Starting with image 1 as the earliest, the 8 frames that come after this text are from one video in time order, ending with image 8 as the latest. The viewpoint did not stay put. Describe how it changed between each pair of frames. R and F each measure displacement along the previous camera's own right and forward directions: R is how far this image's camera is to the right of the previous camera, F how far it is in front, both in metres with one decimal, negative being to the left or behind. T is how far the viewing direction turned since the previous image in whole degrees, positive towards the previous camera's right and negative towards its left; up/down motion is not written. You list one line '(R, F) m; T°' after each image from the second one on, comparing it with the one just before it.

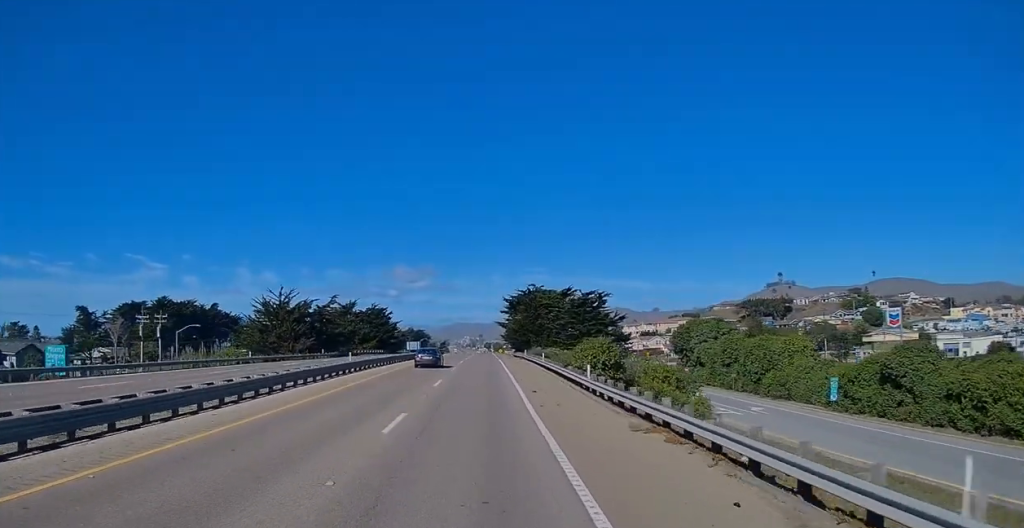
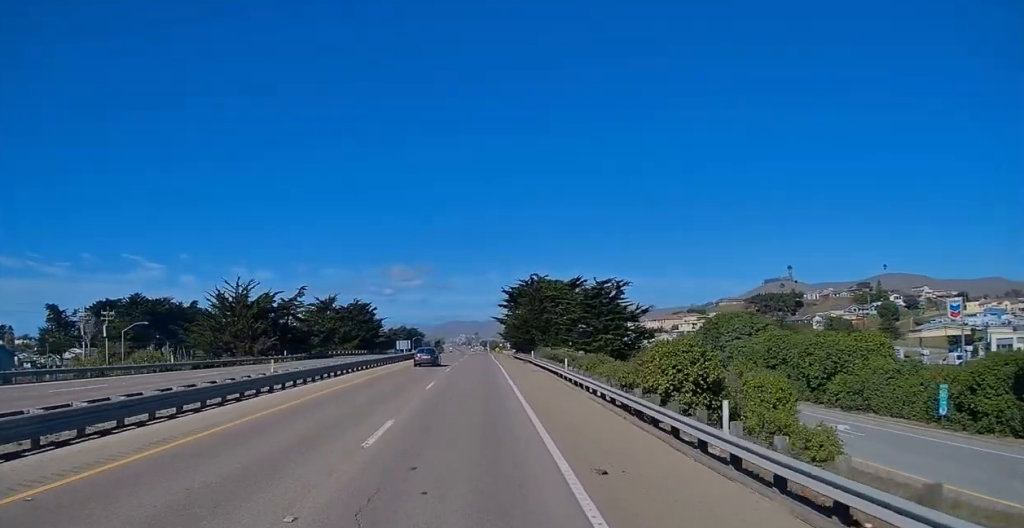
(-0.1, +16.0) m; 0°
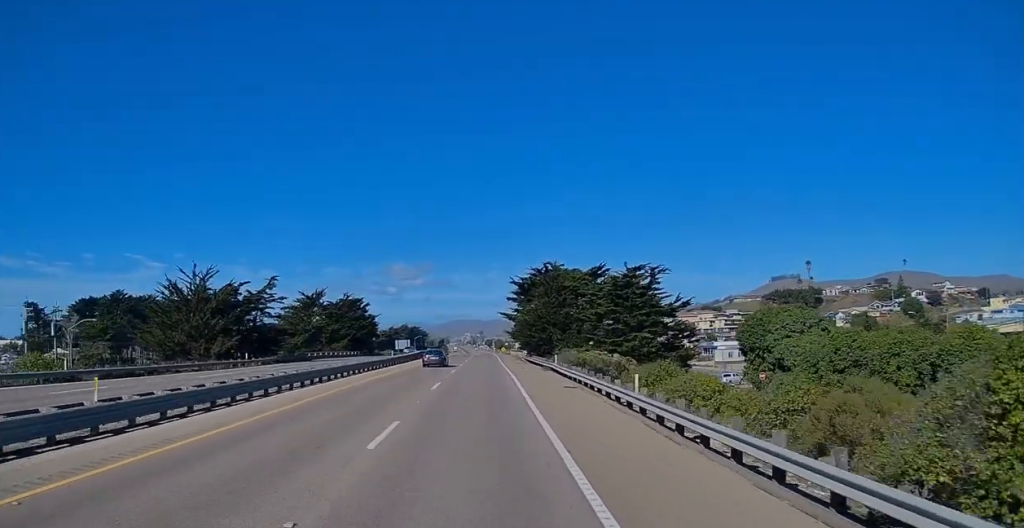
(0.0, +15.1) m; -1°
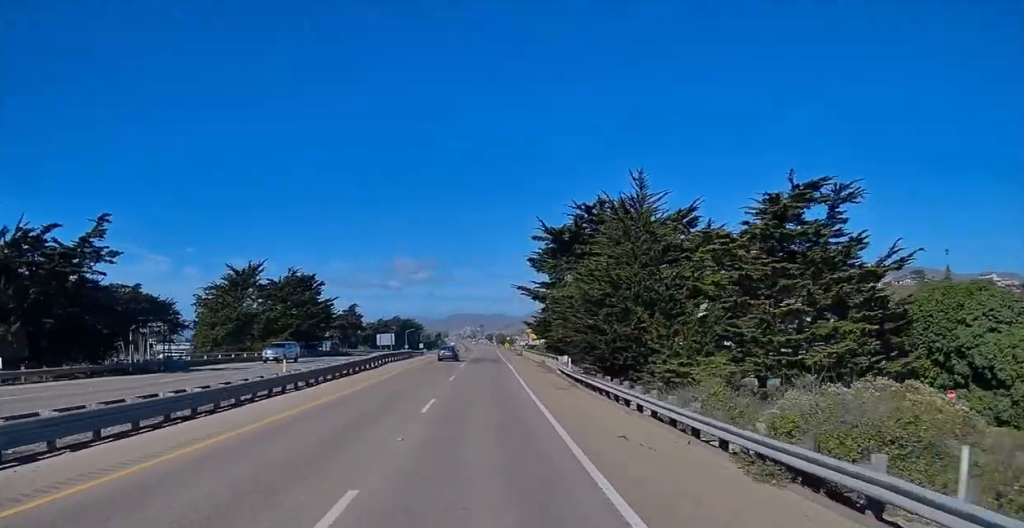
(-0.3, +37.9) m; +1°
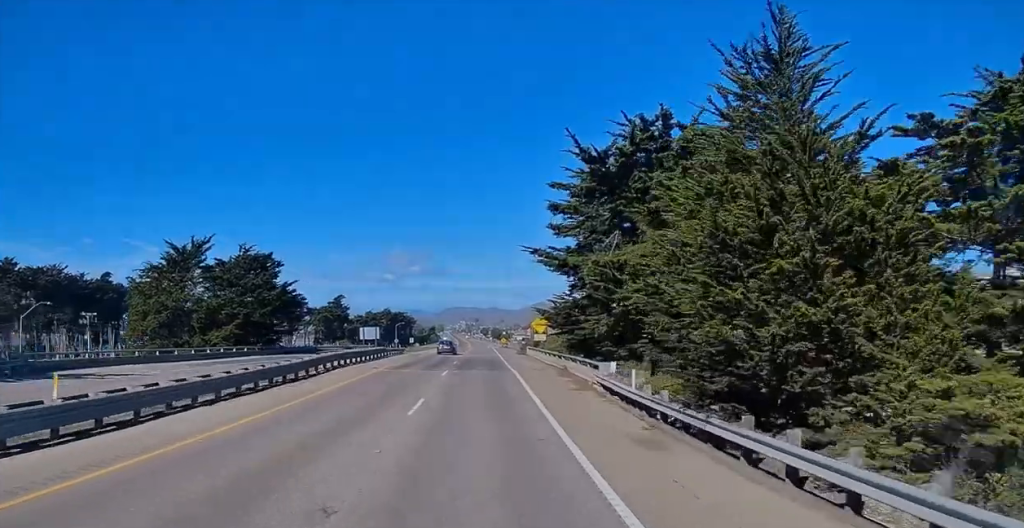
(+0.4, +16.8) m; +2°
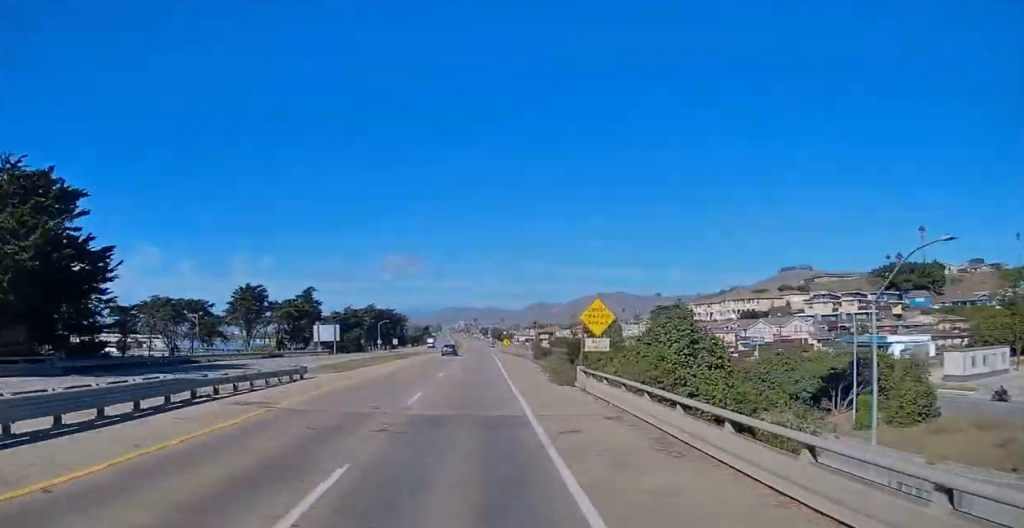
(-0.4, +40.5) m; -2°
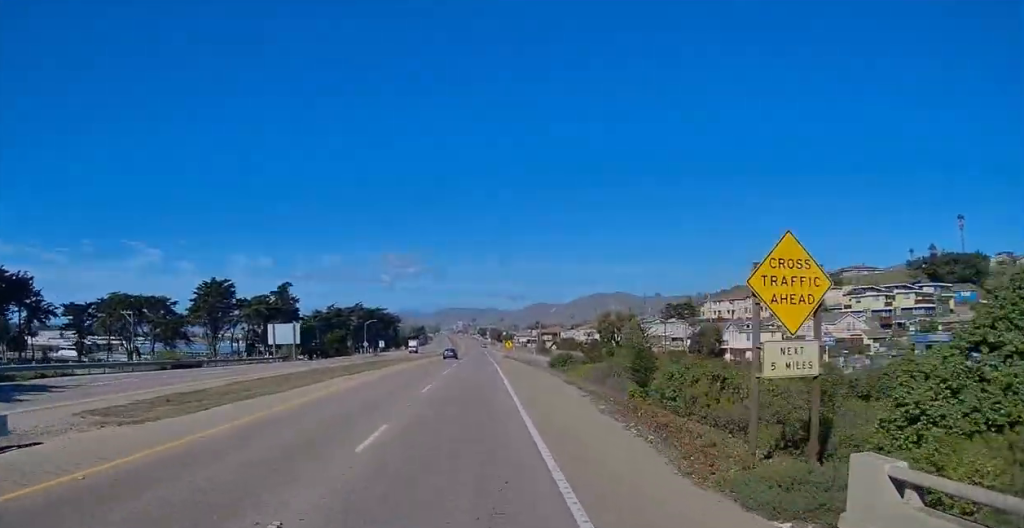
(0.0, +24.6) m; 0°
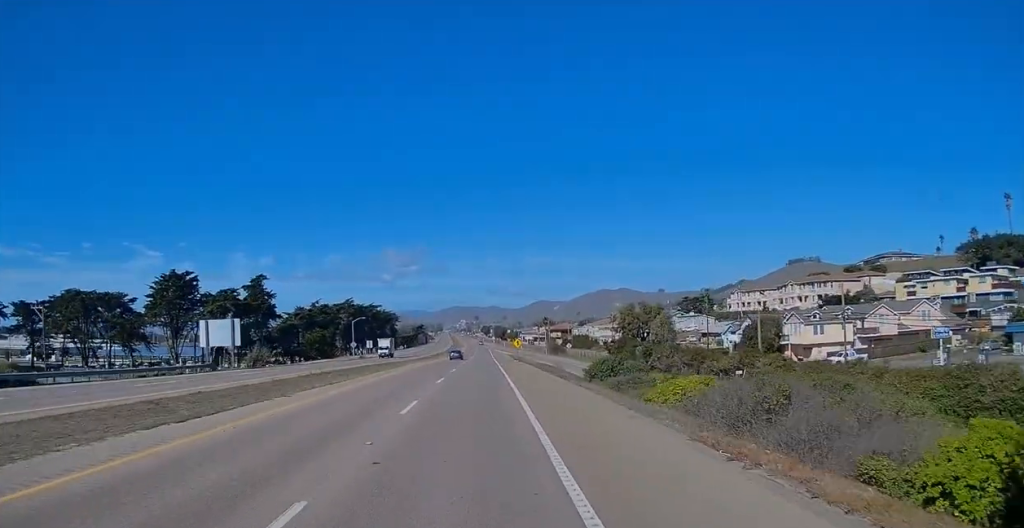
(0.0, +22.9) m; 0°
